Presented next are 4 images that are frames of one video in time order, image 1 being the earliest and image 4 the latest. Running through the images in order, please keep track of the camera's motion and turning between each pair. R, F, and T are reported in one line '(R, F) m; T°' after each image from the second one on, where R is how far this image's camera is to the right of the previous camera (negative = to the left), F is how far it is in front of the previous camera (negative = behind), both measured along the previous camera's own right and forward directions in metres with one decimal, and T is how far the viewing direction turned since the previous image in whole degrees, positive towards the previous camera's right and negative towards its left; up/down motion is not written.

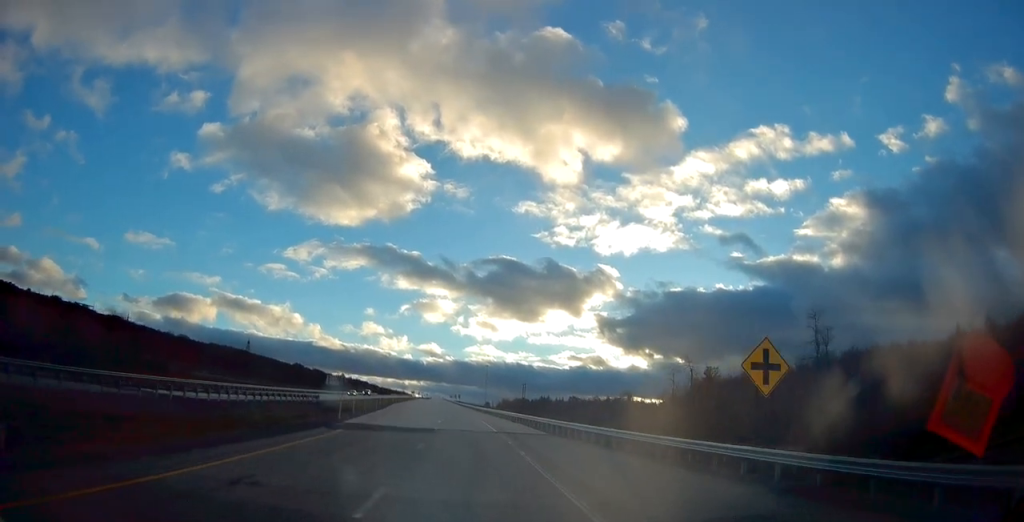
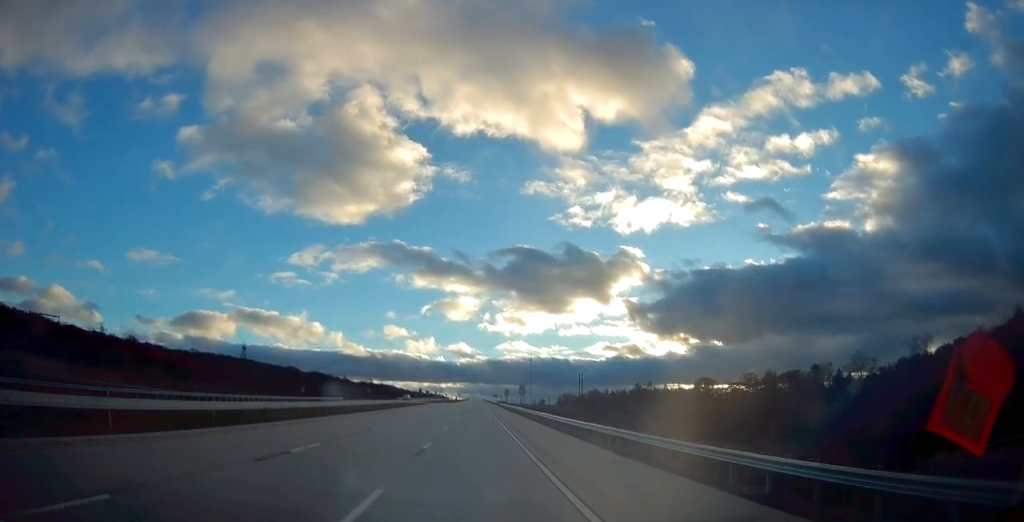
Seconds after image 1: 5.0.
(-8.7, +145.0) m; -5°
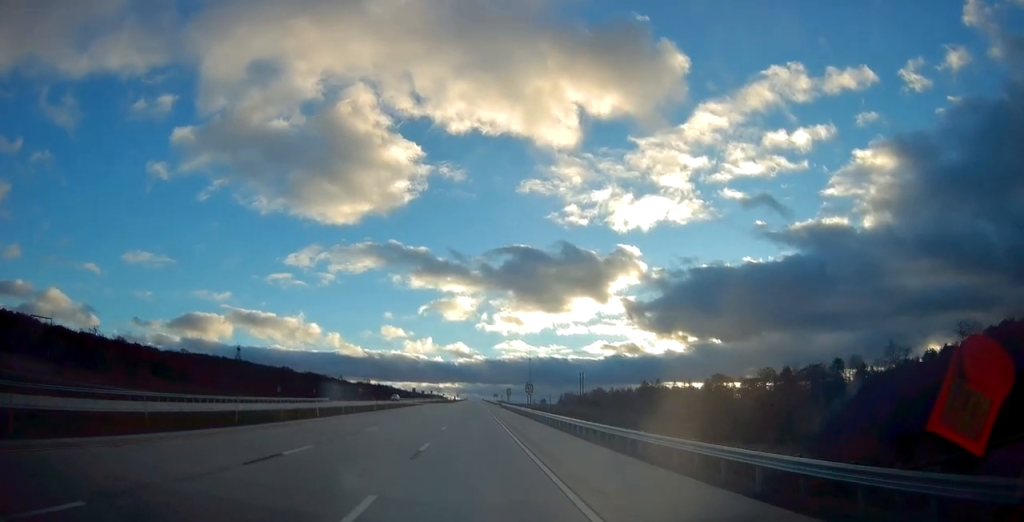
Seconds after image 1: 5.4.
(0.0, +12.8) m; 0°
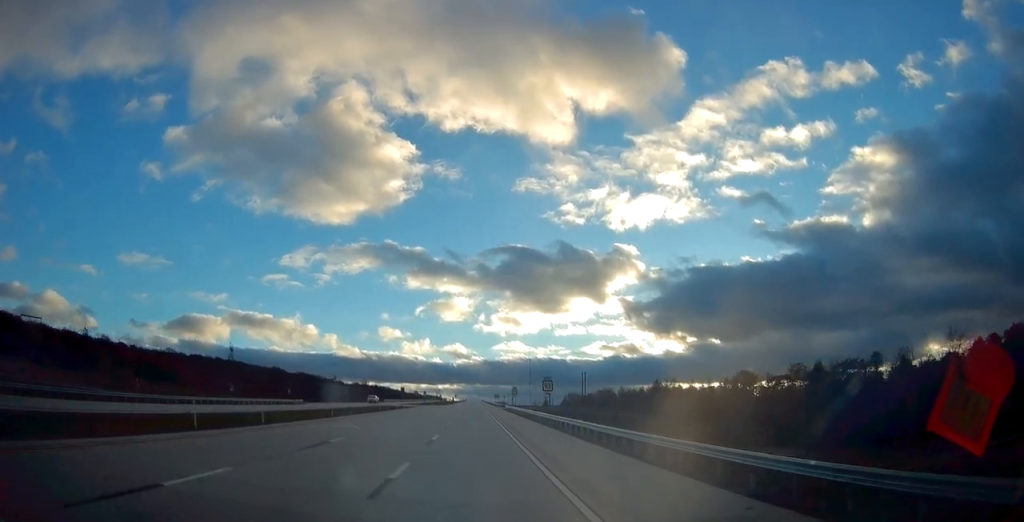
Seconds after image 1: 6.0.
(0.0, +18.8) m; 0°
